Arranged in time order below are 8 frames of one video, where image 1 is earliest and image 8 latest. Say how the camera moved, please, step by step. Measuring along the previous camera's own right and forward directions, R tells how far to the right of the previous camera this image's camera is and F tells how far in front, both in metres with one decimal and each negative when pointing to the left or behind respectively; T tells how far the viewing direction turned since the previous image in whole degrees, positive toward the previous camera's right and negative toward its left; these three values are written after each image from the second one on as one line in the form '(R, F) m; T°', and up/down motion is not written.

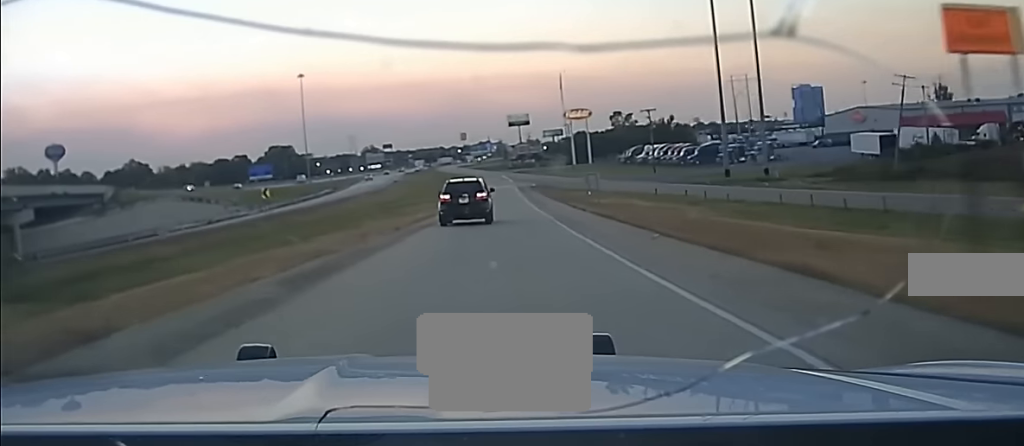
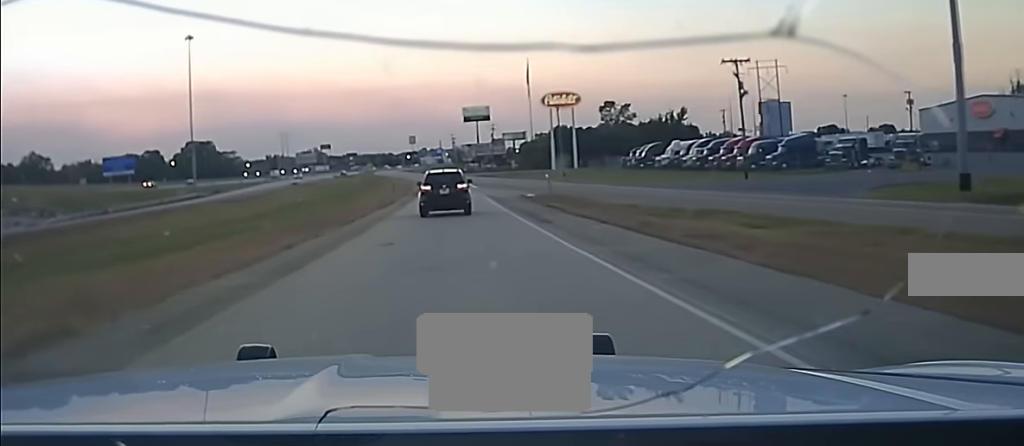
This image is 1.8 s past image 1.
(+1.8, +49.6) m; +2°
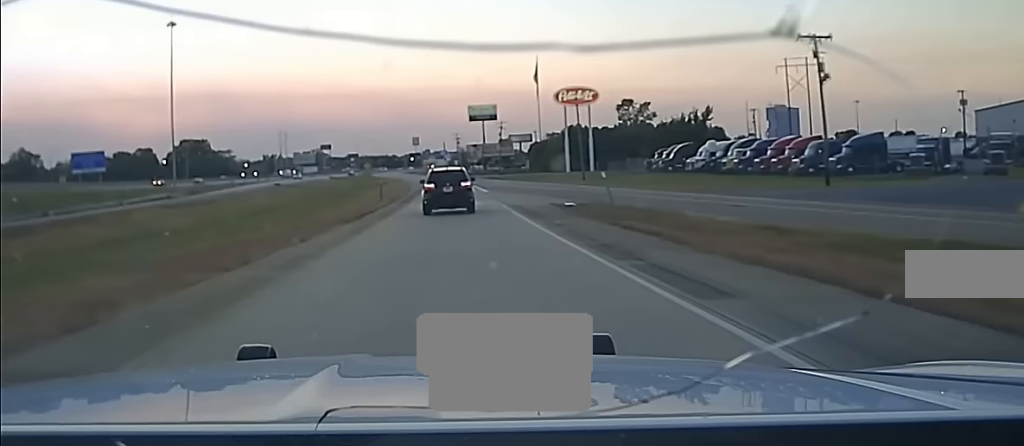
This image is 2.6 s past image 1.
(+0.1, +22.4) m; -1°
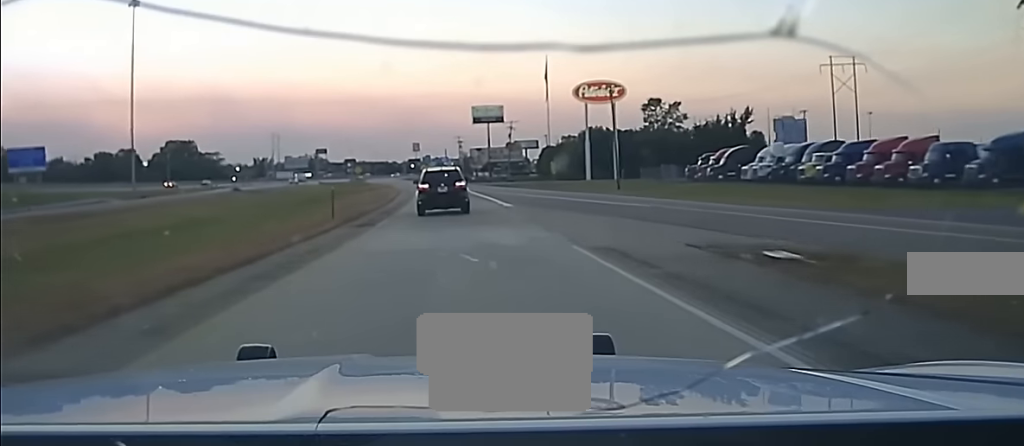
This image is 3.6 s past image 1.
(-0.4, +30.7) m; -1°
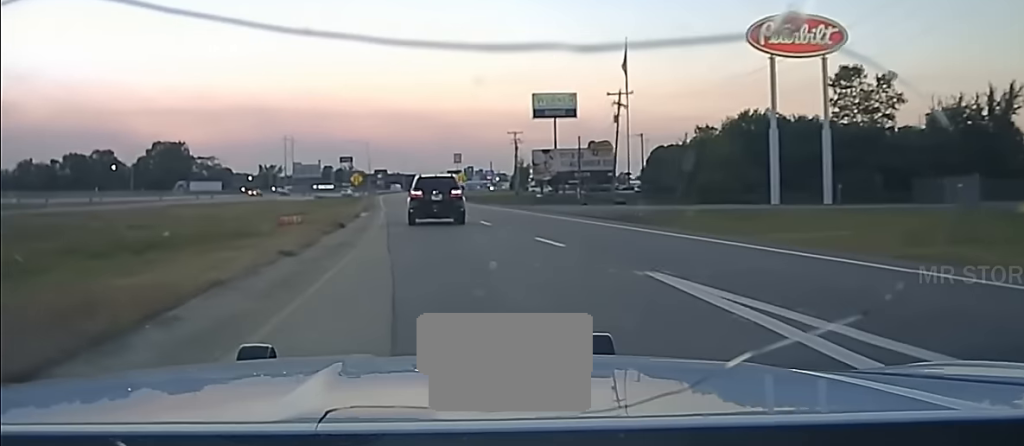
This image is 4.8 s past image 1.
(-0.3, +36.4) m; -2°
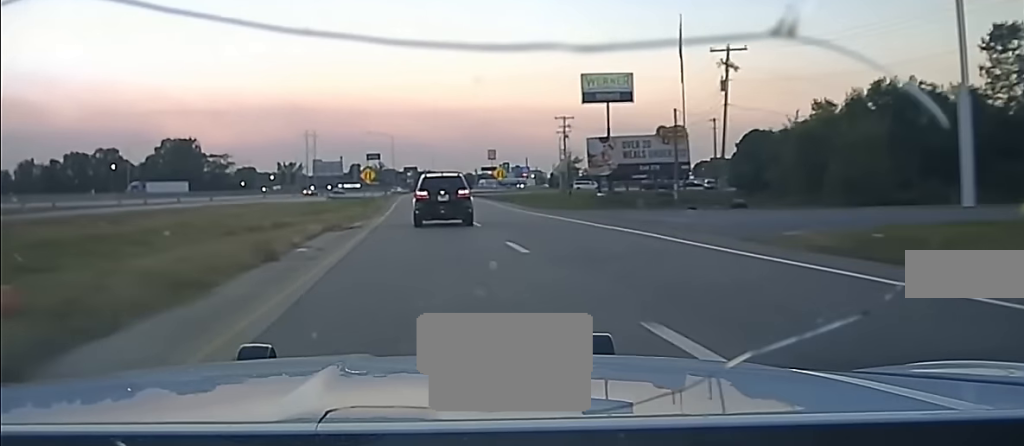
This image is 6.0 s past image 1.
(-0.7, +37.2) m; -2°
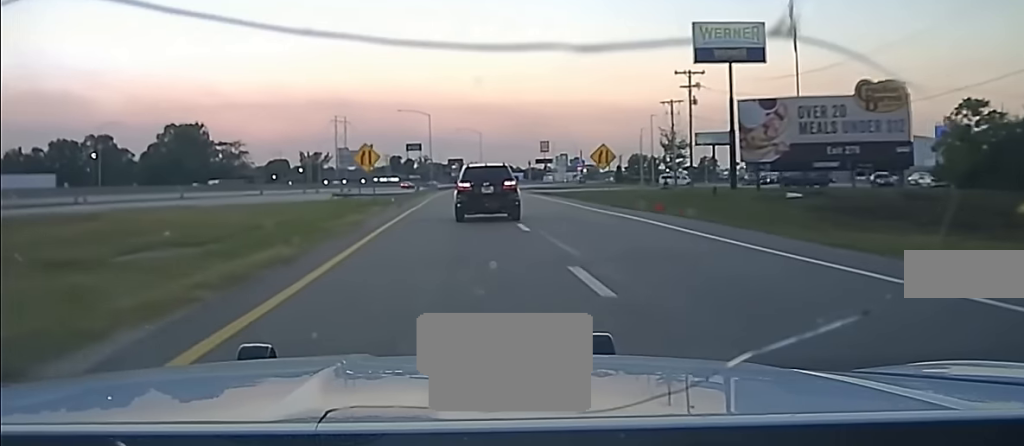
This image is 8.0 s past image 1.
(-1.6, +58.7) m; -2°
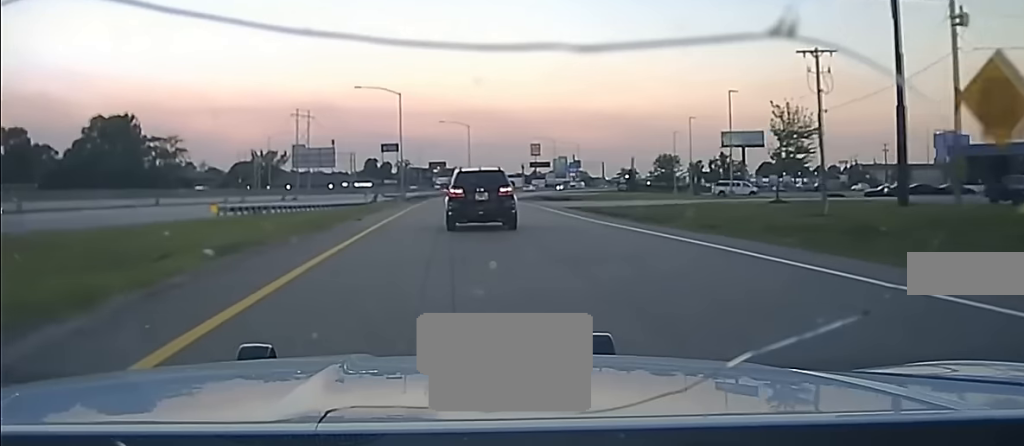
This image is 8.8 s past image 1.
(-0.1, +23.4) m; +1°
